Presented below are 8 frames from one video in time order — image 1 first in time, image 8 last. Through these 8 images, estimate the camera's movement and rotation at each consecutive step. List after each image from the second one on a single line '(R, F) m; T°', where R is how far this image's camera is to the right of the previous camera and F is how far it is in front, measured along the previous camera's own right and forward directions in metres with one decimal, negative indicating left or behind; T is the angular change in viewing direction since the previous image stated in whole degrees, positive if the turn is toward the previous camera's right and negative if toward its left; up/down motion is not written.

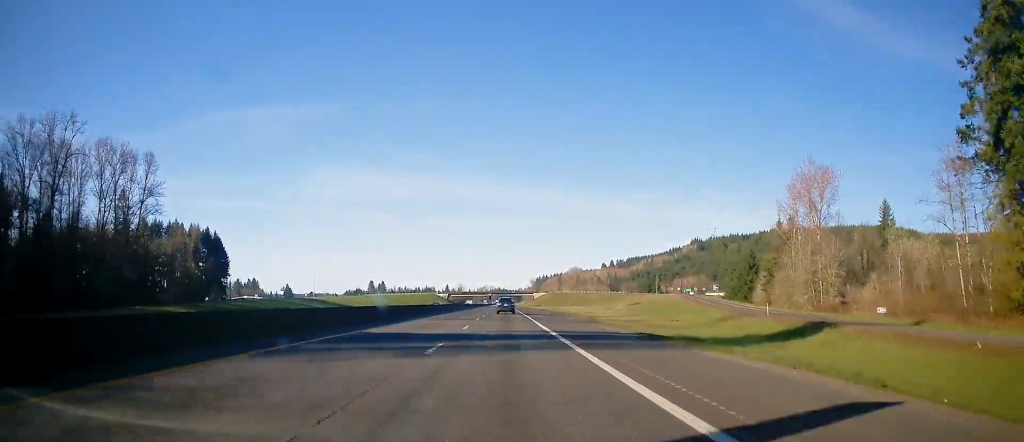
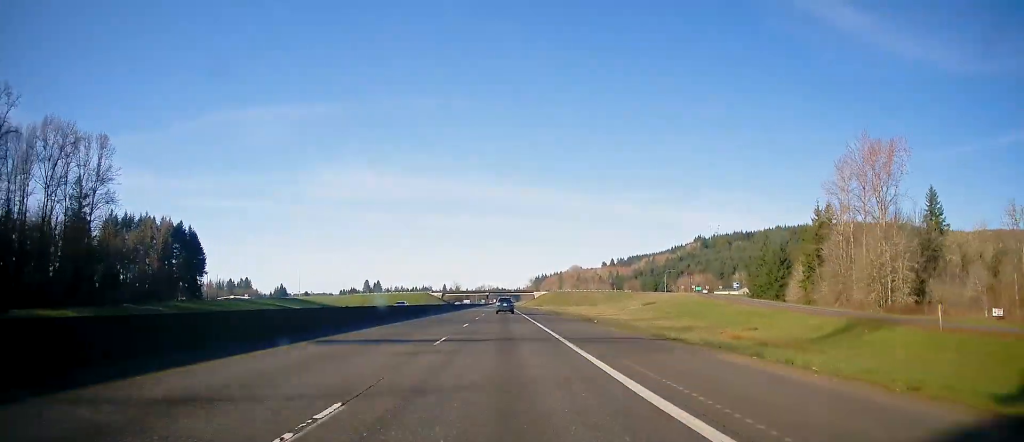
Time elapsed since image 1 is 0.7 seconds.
(0.0, +21.9) m; 0°
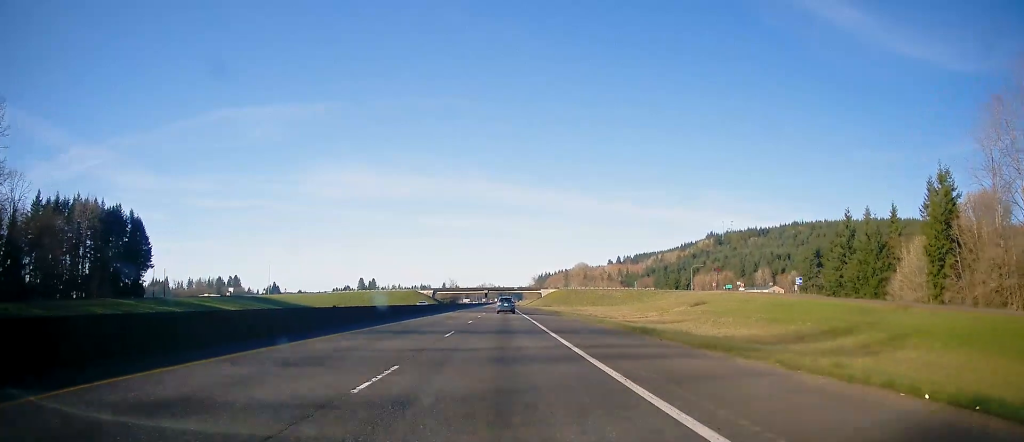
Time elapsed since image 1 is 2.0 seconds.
(-0.3, +44.9) m; 0°
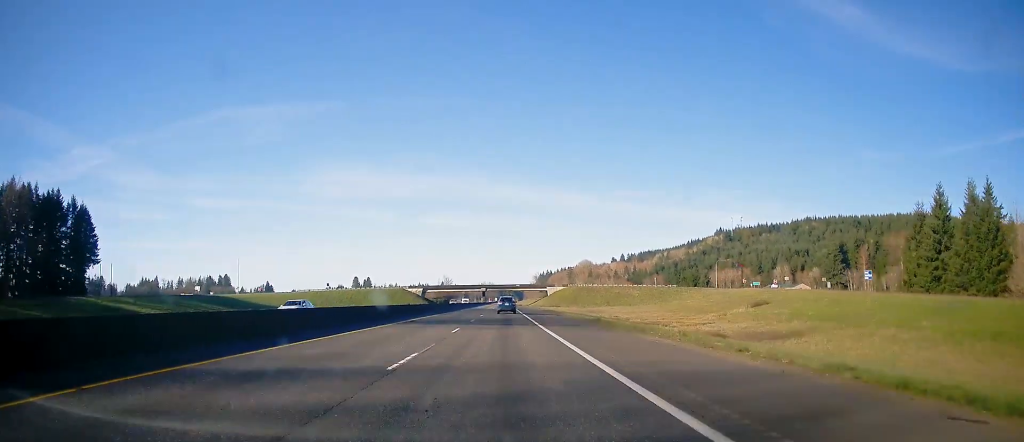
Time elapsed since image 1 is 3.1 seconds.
(+0.3, +33.8) m; 0°
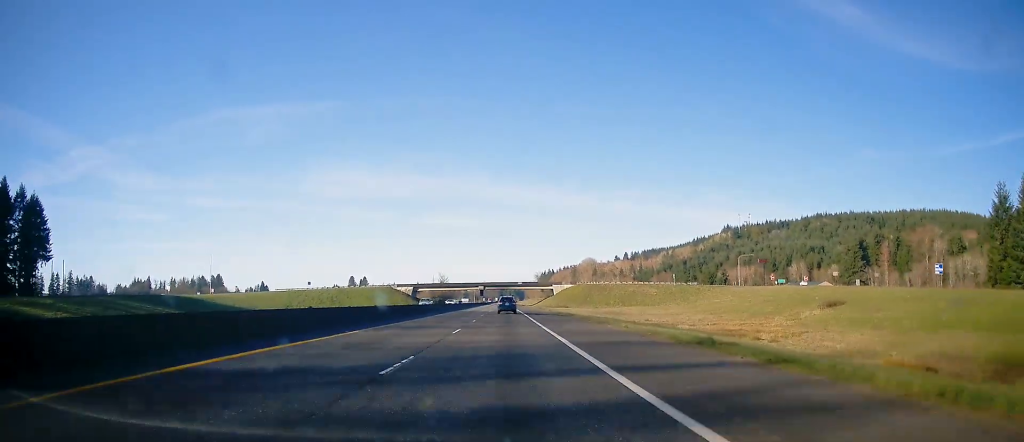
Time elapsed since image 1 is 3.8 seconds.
(0.0, +25.0) m; -1°
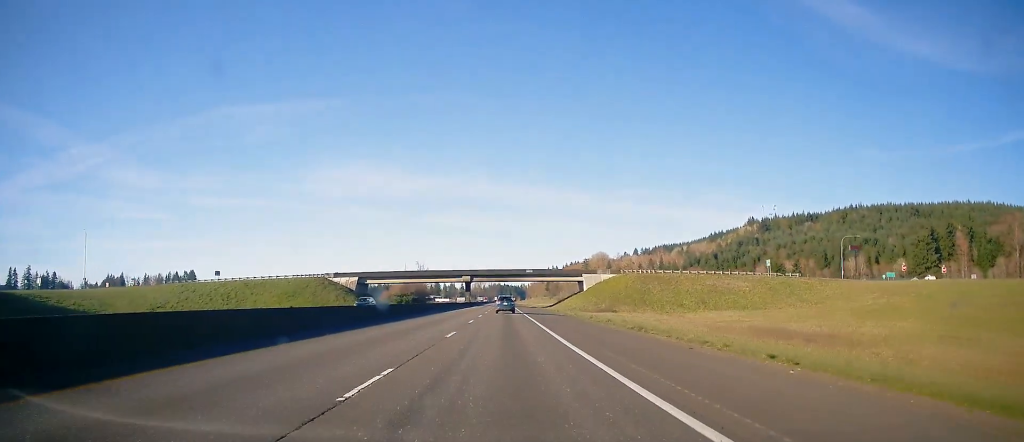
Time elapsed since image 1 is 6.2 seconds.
(-0.1, +75.7) m; 0°
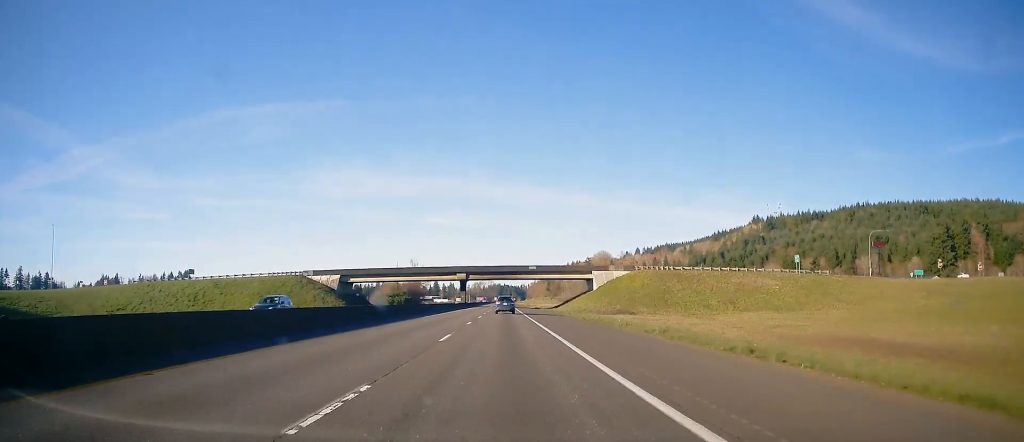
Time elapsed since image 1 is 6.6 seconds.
(-0.1, +13.9) m; 0°
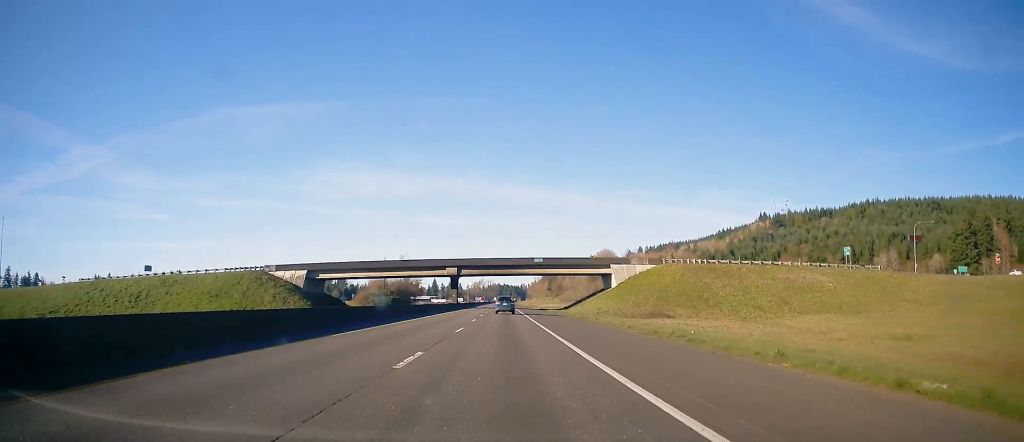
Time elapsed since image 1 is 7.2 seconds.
(0.0, +19.1) m; 0°
